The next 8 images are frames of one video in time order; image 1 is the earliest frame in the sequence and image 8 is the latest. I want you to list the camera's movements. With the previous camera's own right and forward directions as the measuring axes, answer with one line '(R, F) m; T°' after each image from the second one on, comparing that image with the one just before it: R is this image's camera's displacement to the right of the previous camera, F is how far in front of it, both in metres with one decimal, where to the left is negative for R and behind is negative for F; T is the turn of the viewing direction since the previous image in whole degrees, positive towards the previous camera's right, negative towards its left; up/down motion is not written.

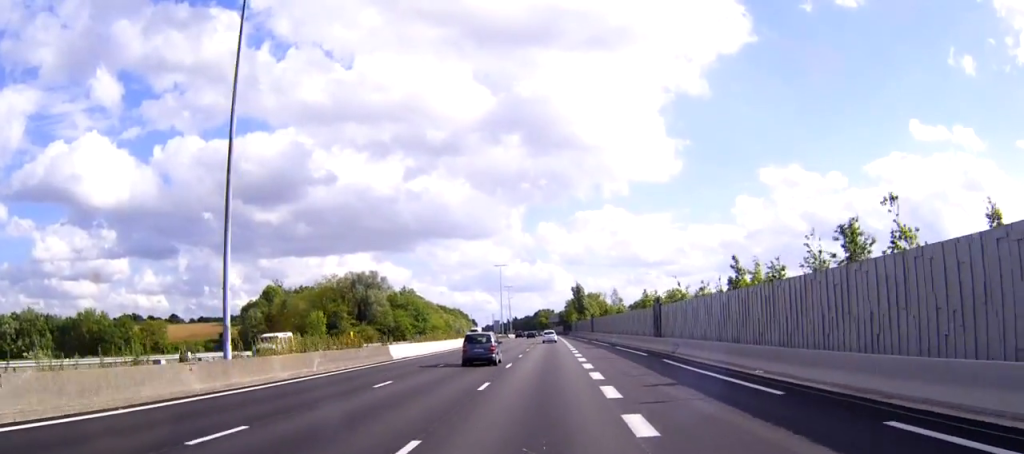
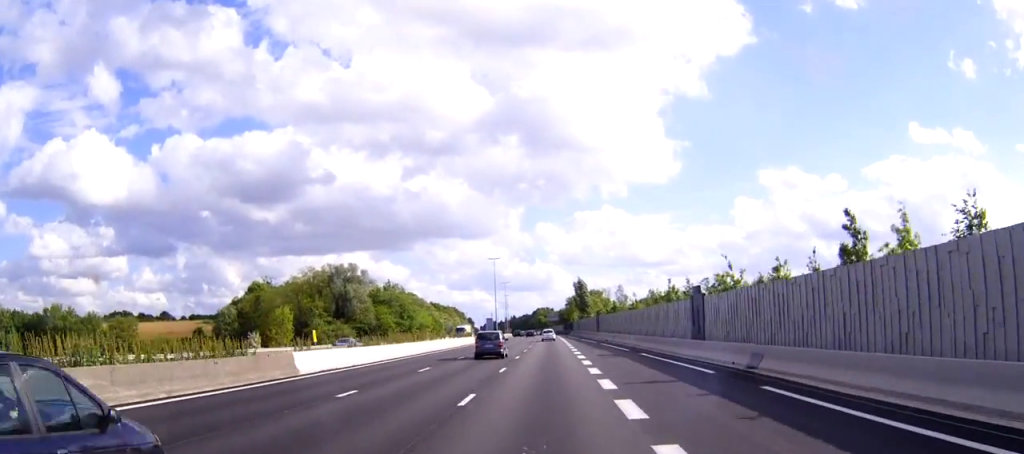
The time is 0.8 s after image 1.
(0.0, +17.7) m; 0°
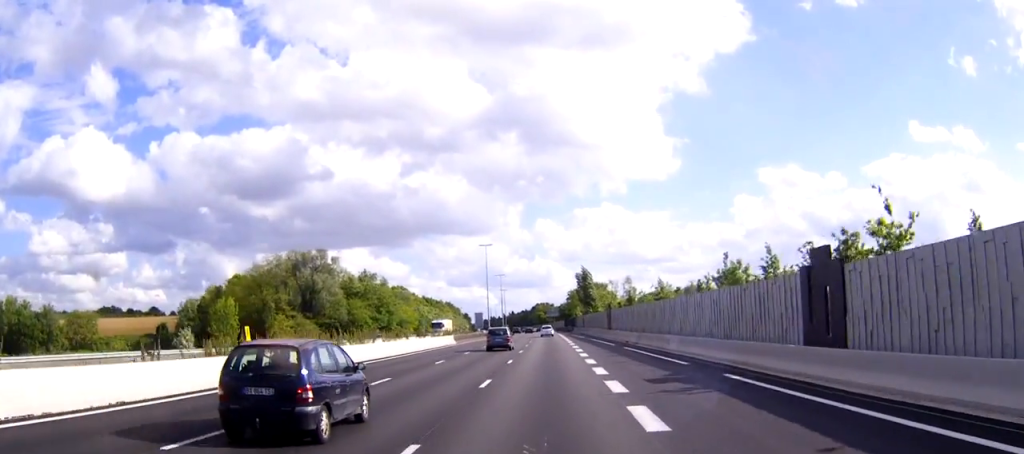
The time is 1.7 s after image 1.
(0.0, +21.6) m; 0°
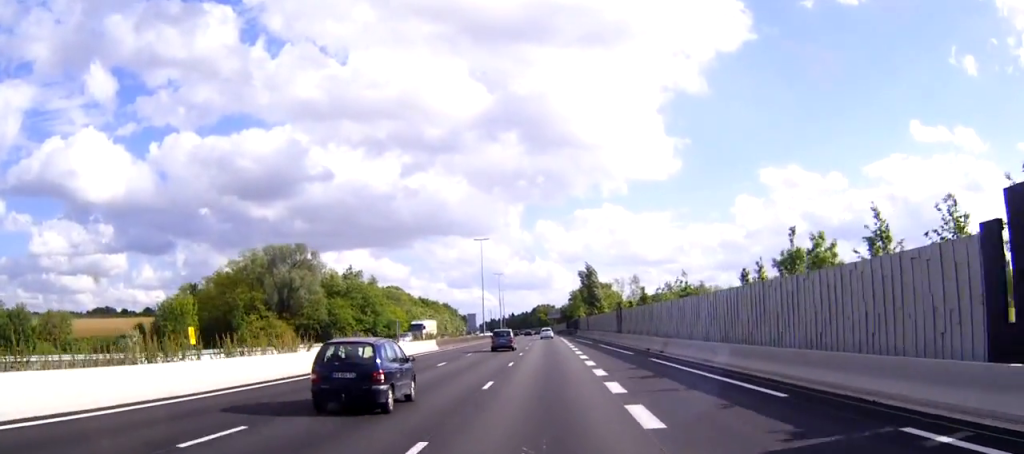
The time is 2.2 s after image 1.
(0.0, +12.3) m; 0°
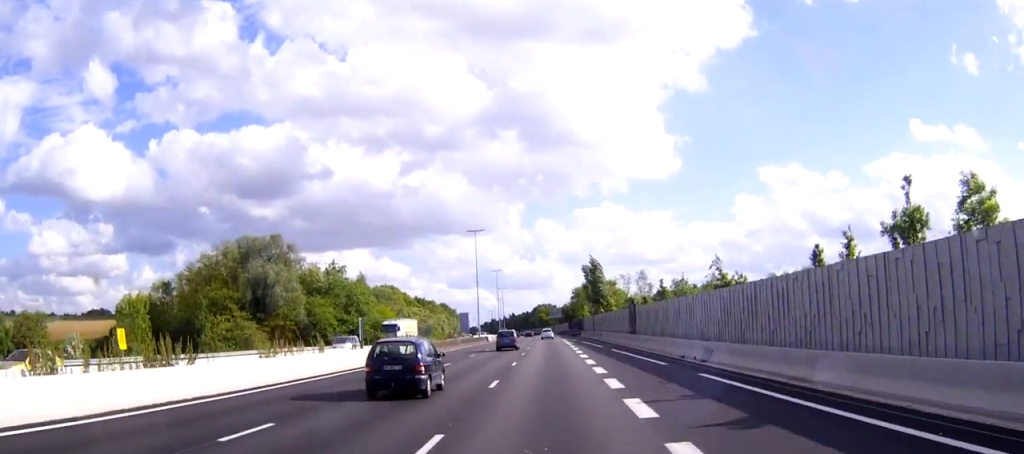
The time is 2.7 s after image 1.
(0.0, +11.5) m; 0°
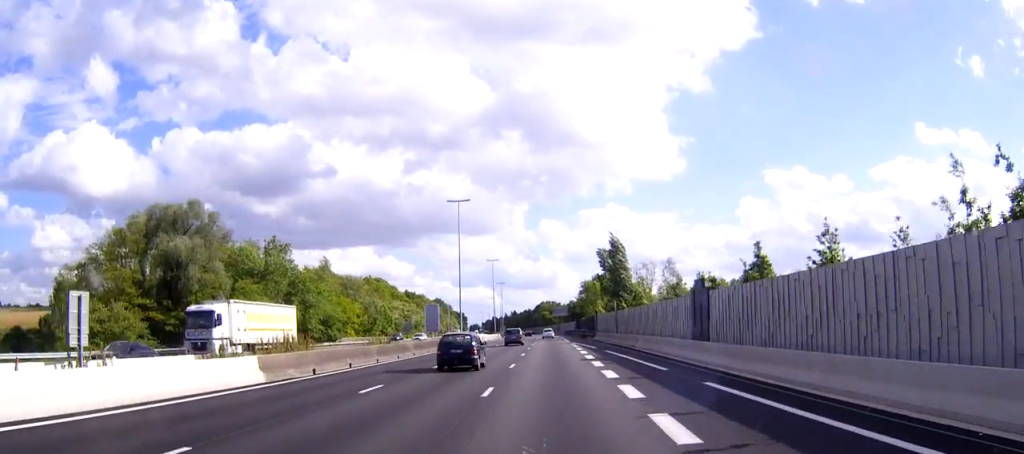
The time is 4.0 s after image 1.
(-0.1, +29.4) m; 0°
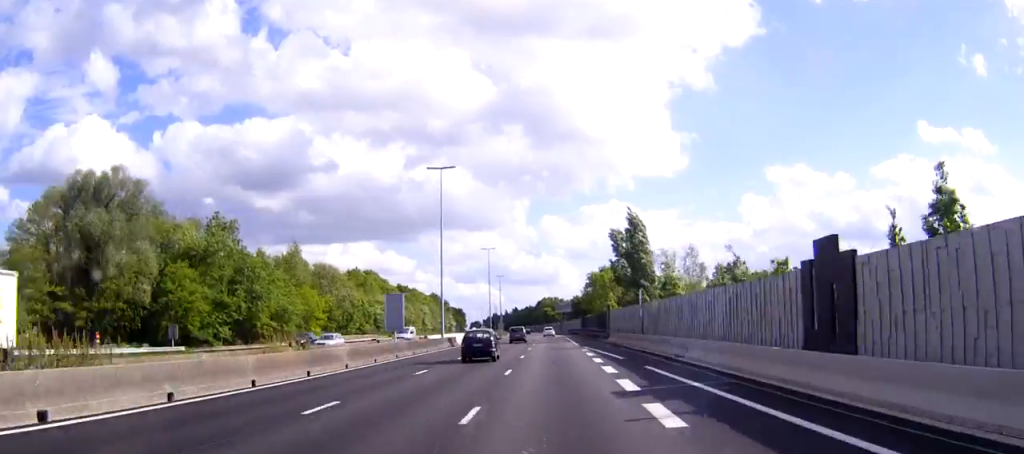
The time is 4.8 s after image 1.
(0.0, +17.8) m; 0°
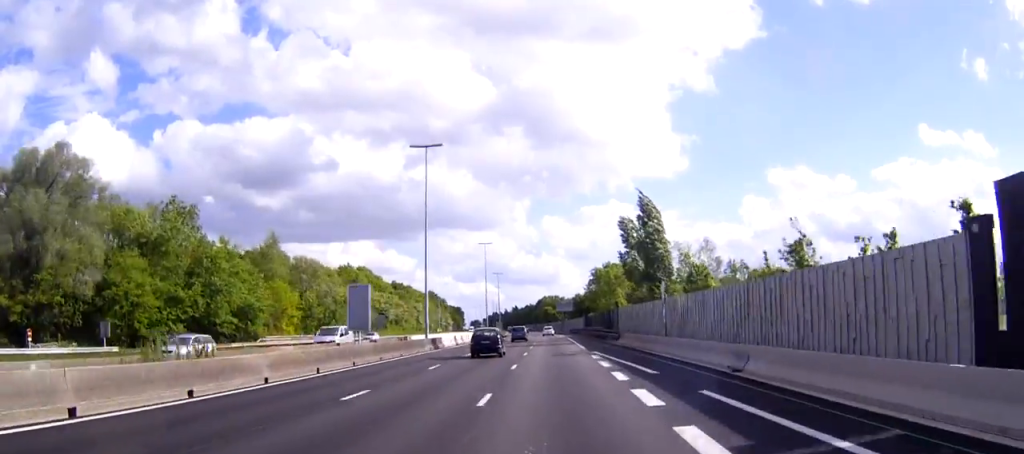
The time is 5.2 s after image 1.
(0.0, +10.2) m; 0°
